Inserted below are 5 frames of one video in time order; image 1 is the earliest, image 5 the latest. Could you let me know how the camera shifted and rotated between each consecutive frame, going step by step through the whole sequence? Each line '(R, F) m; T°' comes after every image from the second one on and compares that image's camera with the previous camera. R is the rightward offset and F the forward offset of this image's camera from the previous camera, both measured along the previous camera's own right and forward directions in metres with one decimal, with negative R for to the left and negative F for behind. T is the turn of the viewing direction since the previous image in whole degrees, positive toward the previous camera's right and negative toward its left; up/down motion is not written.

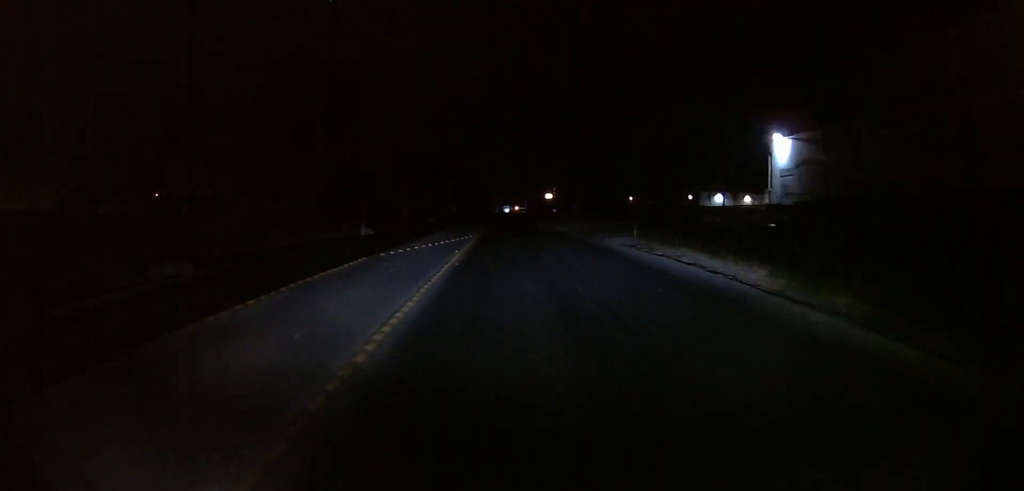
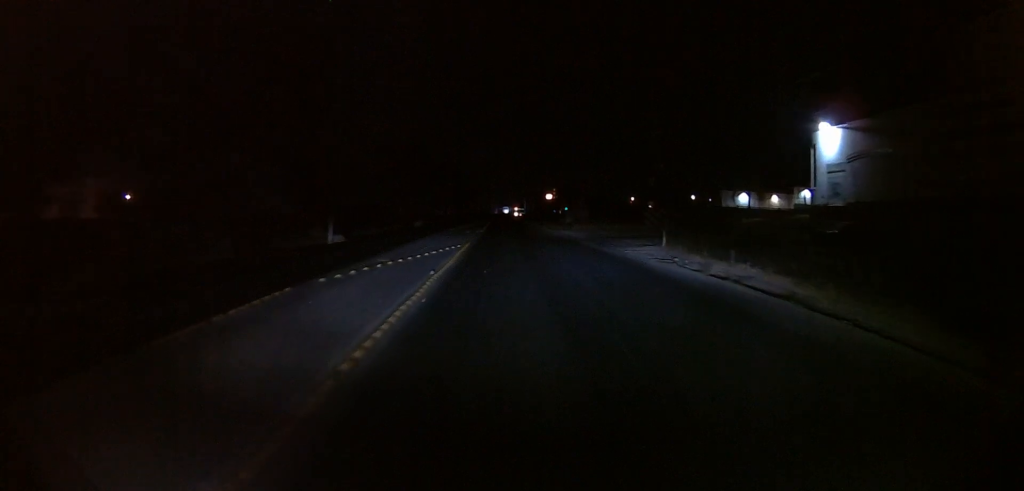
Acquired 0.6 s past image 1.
(0.0, +7.3) m; 0°
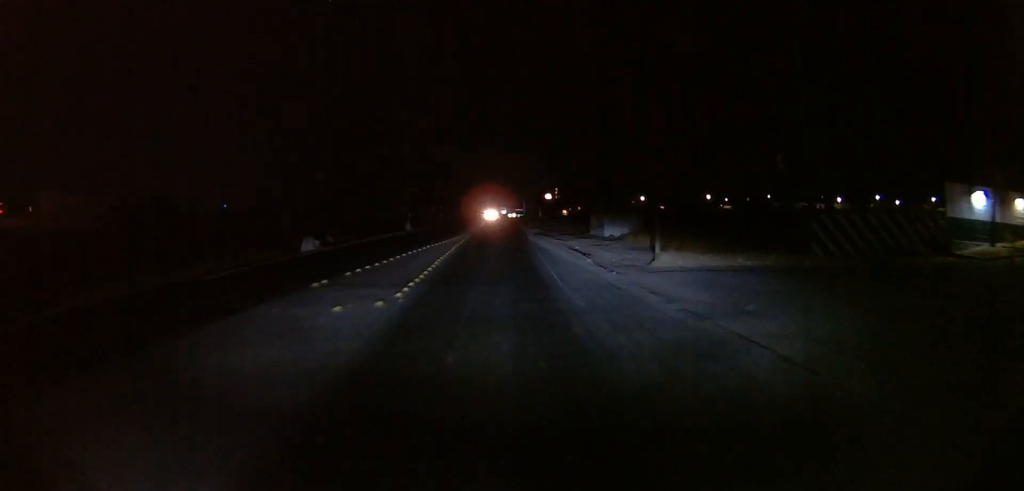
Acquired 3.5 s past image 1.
(+0.1, +32.9) m; 0°
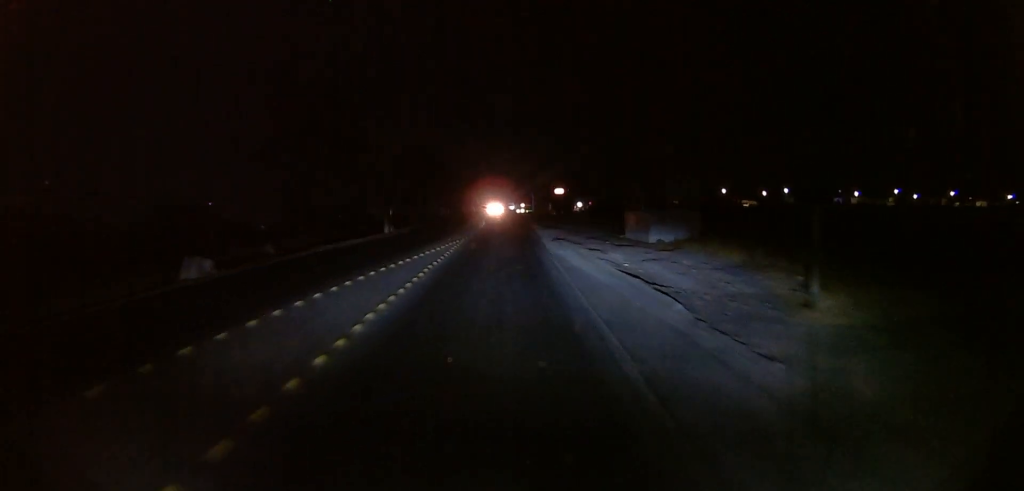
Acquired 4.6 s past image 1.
(0.0, +12.1) m; 0°
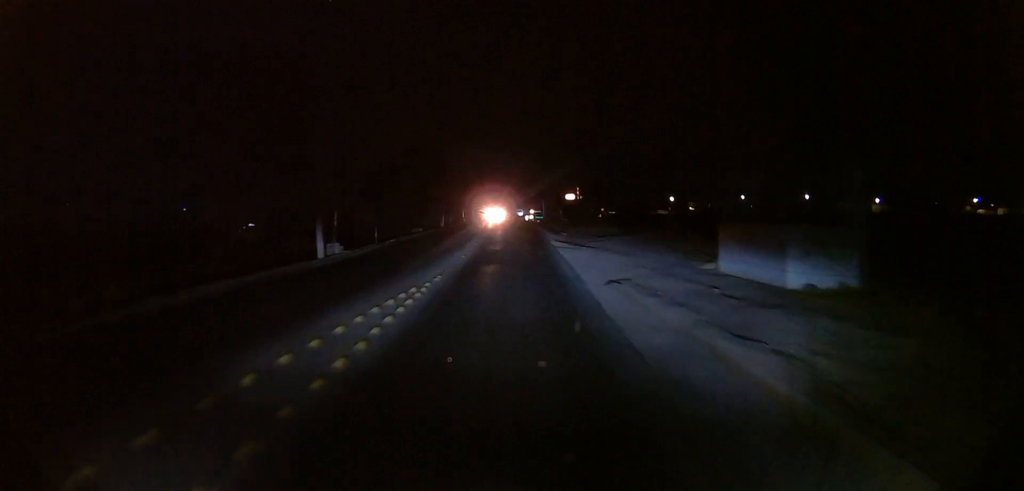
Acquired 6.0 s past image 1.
(0.0, +15.6) m; 0°
